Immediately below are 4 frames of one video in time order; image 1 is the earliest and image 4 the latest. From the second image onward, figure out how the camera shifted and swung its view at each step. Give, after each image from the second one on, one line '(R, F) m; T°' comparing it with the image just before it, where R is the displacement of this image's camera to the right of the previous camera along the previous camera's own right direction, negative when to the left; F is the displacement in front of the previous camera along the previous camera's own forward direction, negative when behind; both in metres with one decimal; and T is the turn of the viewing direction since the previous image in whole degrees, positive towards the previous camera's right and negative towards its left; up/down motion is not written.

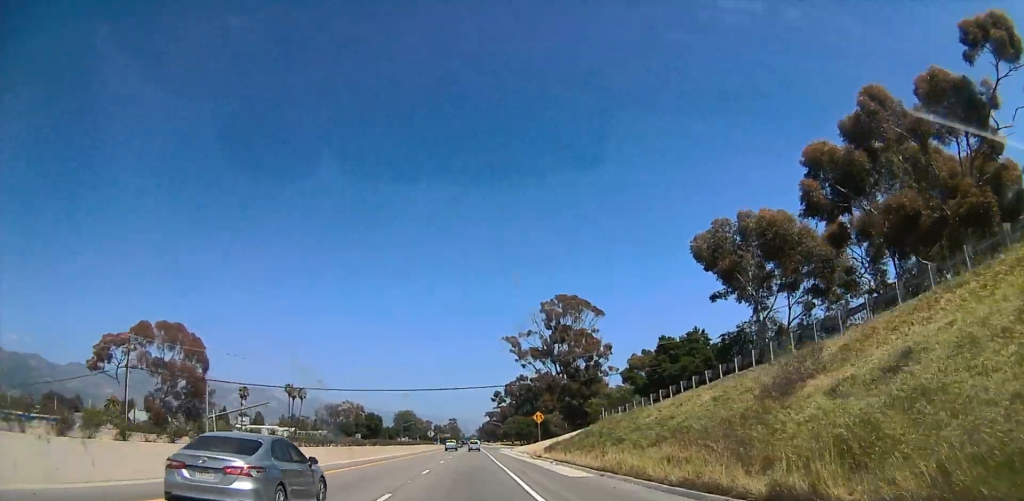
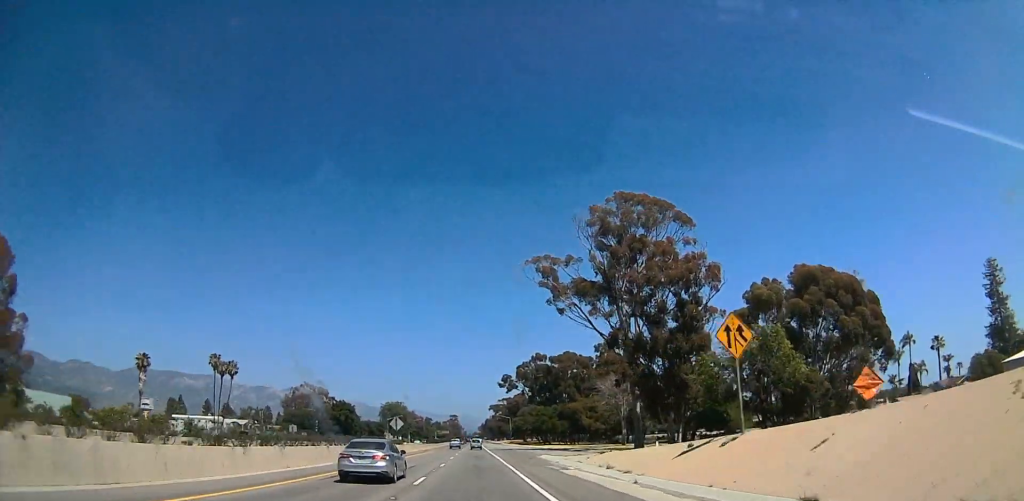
(0.0, +64.4) m; 0°
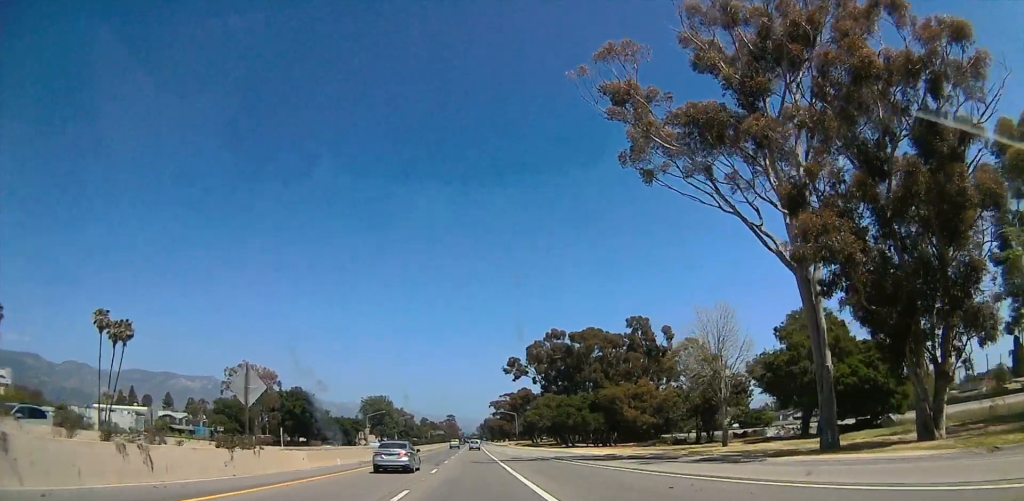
(0.0, +49.0) m; 0°
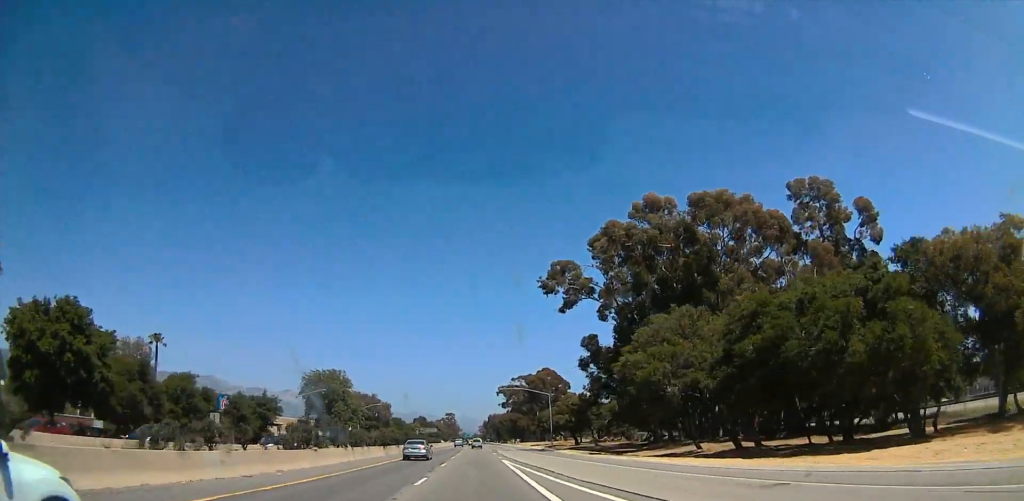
(+0.1, +97.2) m; 0°
